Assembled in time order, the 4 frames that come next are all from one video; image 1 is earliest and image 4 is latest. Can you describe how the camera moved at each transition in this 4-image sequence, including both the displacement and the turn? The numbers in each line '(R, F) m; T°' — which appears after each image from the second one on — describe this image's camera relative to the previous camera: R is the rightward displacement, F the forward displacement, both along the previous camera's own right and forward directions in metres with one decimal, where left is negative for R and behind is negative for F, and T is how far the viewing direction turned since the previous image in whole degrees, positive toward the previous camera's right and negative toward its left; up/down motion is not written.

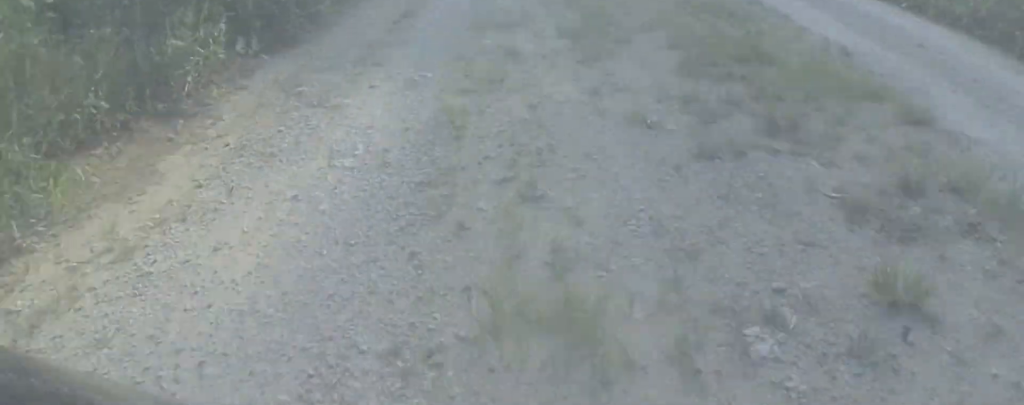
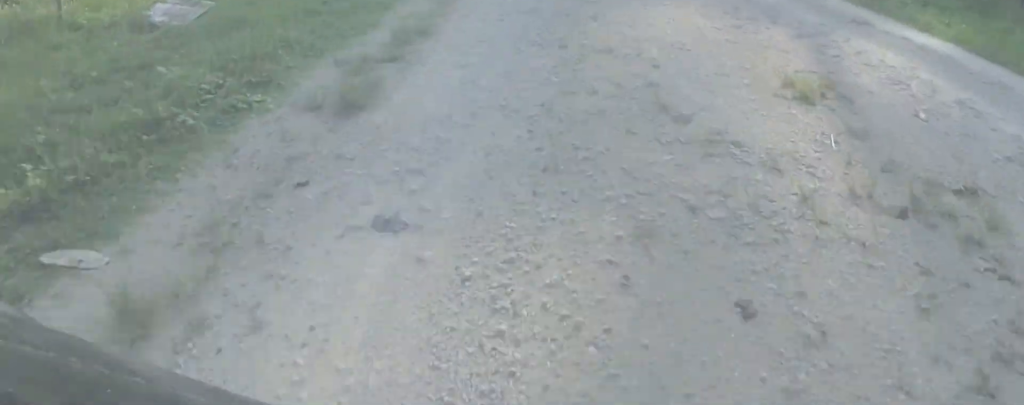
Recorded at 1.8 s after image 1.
(-0.3, +14.2) m; -1°
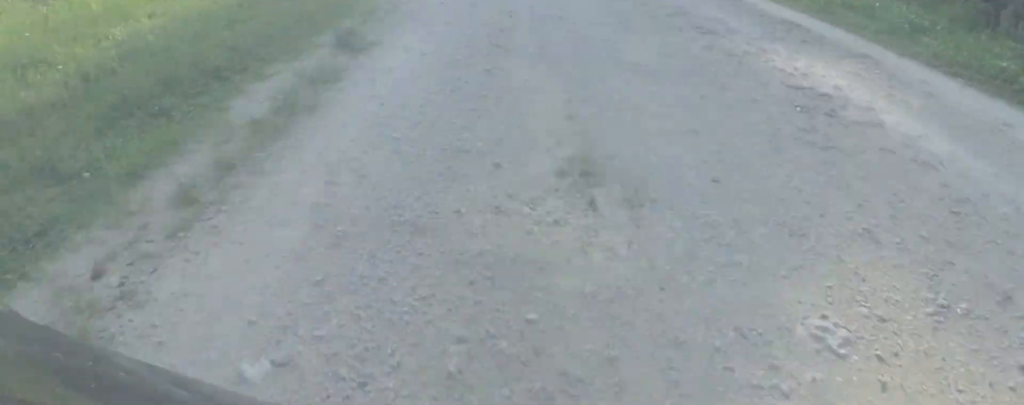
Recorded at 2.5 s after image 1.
(0.0, +5.2) m; 0°
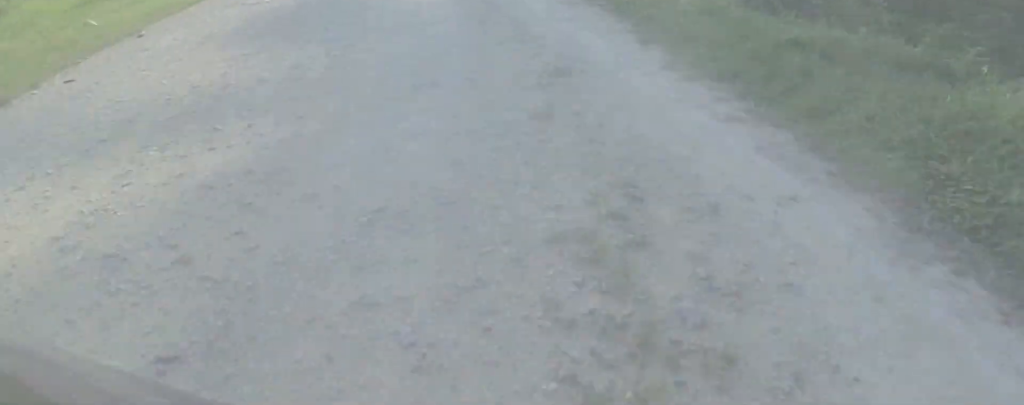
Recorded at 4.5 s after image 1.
(-0.3, +17.9) m; -3°
